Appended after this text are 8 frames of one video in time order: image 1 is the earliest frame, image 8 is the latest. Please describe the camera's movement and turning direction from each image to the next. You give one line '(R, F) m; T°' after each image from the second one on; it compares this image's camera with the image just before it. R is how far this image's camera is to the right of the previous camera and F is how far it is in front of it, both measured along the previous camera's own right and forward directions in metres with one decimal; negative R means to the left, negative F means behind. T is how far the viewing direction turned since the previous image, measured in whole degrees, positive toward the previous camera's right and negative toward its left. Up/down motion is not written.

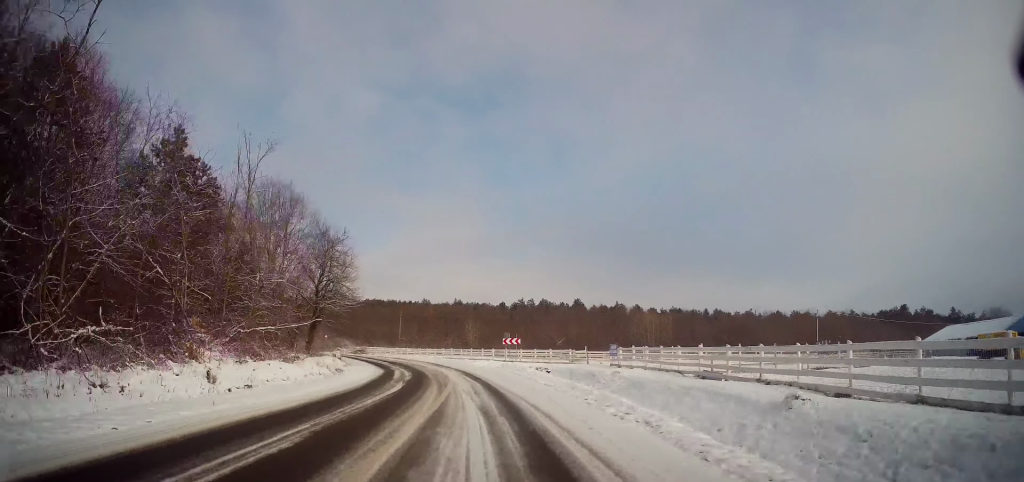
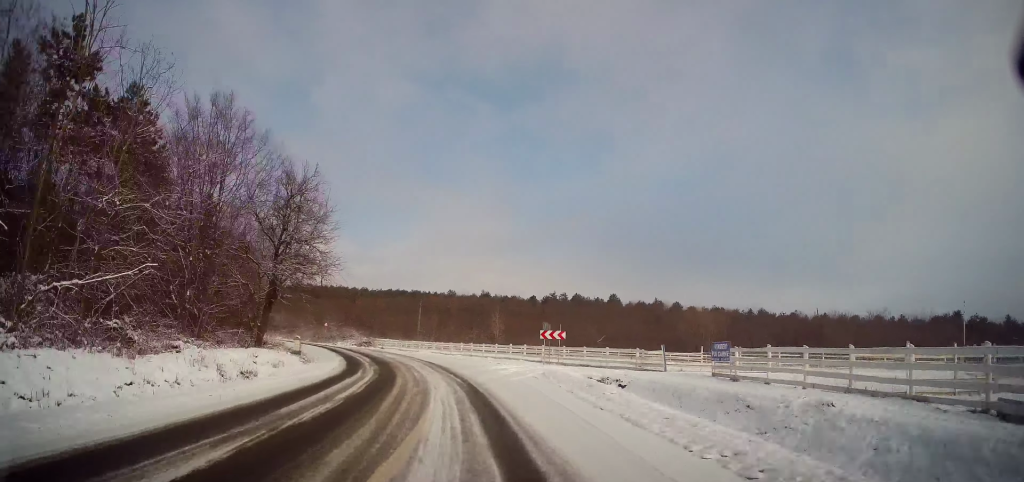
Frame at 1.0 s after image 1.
(-0.3, +13.7) m; -4°
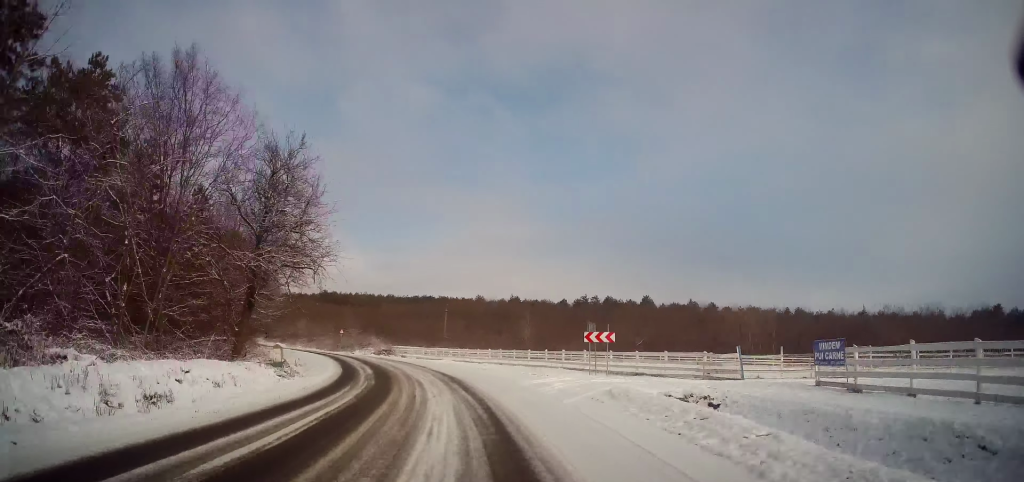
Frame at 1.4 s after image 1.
(-0.1, +6.0) m; -3°
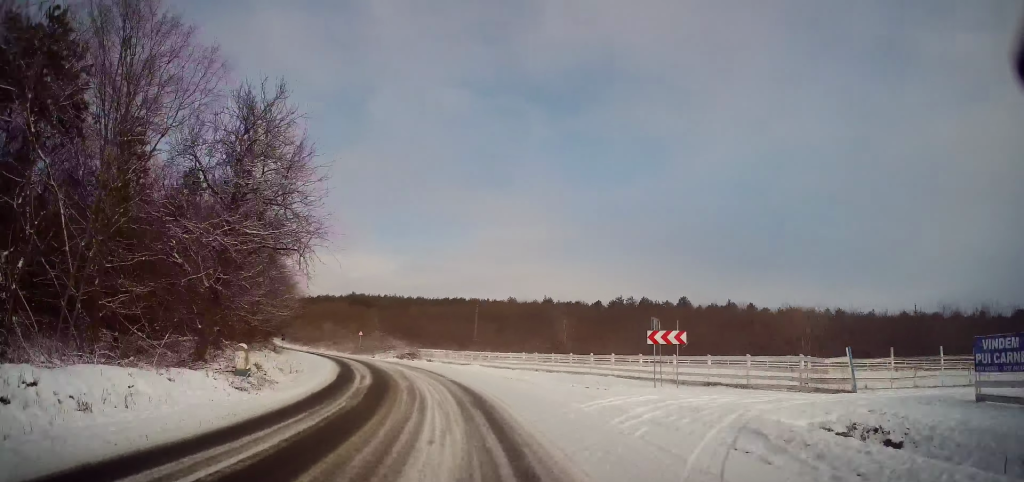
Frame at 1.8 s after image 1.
(-0.2, +6.0) m; -4°
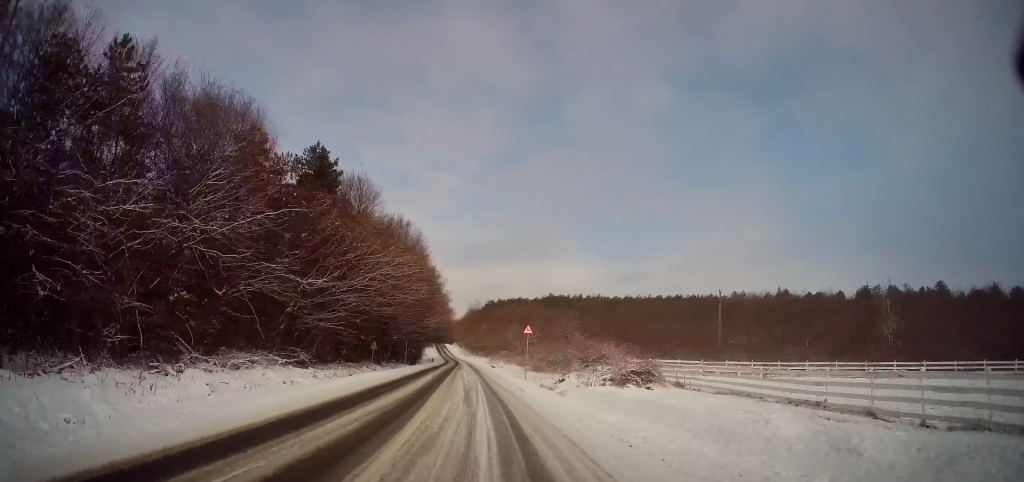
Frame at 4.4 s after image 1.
(-5.7, +35.1) m; -19°
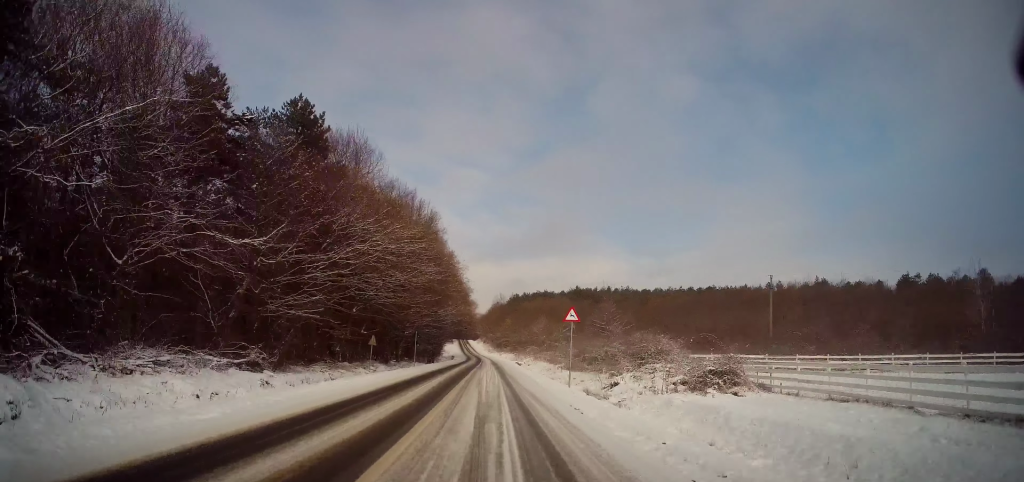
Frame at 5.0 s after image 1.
(-0.7, +8.1) m; -4°
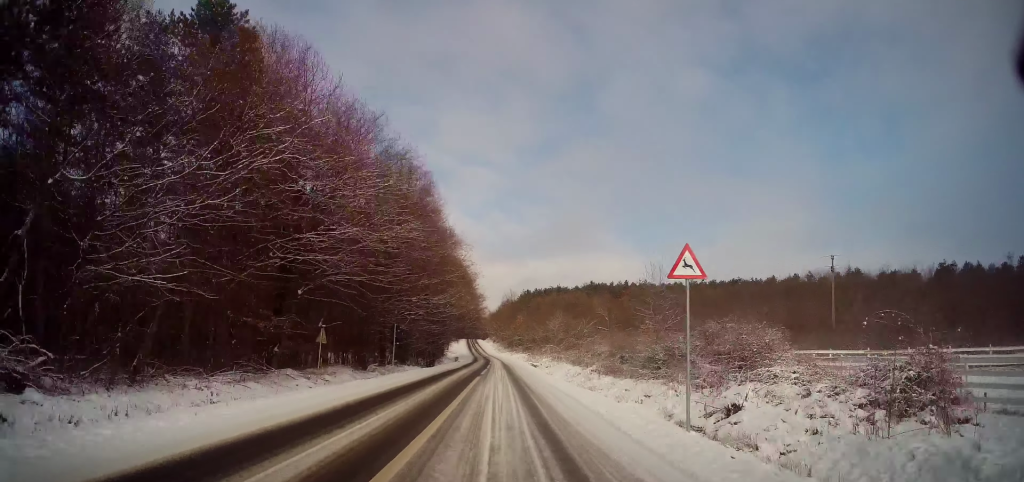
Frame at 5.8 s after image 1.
(-0.3, +11.5) m; -1°
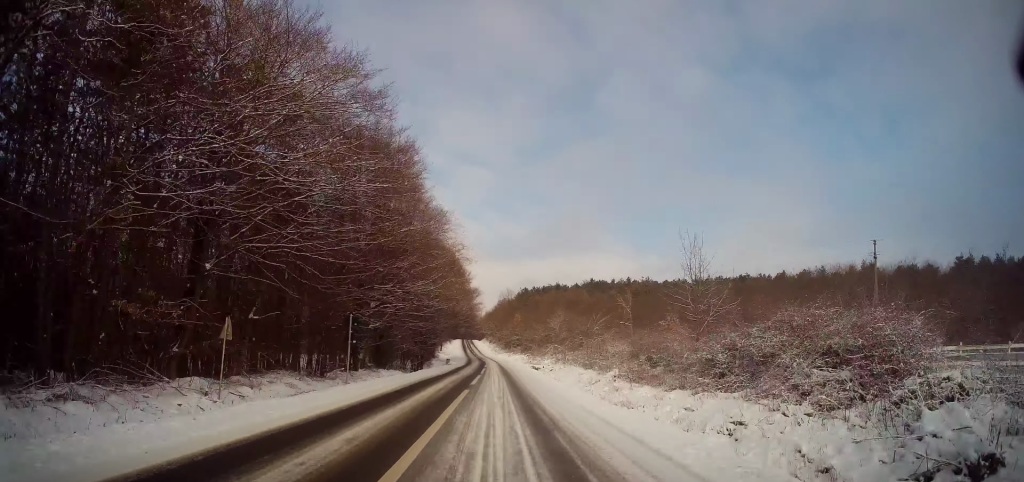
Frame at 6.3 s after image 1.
(-0.1, +7.7) m; 0°
